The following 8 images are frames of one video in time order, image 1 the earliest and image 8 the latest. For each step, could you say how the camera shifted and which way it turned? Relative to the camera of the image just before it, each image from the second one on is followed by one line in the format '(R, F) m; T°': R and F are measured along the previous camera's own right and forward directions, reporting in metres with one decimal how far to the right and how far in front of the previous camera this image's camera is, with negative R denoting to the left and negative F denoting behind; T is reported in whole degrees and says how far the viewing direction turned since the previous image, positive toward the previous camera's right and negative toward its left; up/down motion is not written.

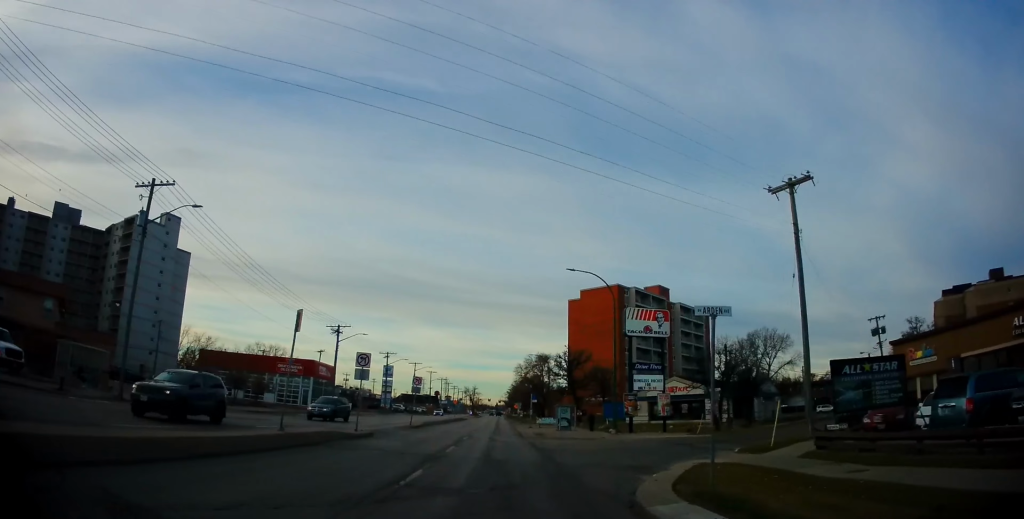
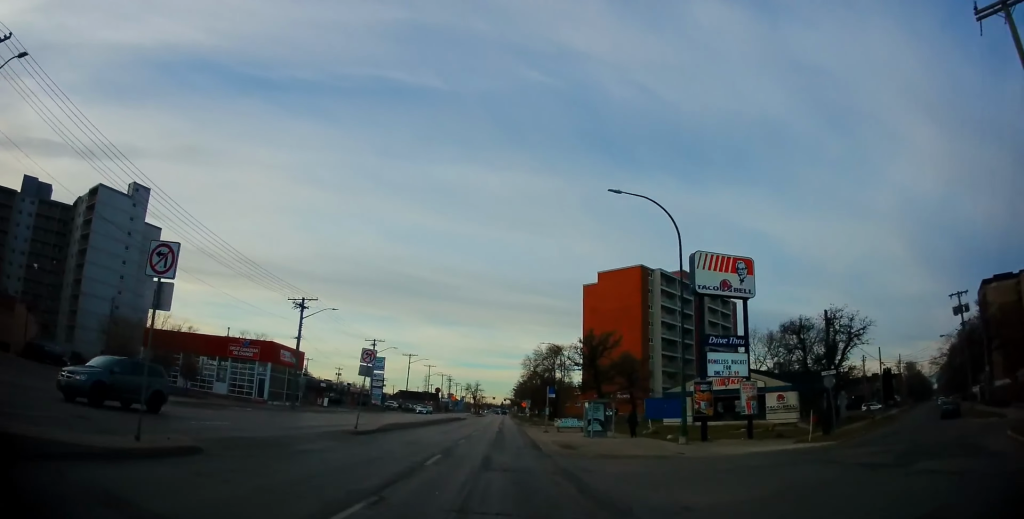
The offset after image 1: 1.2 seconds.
(-0.1, +14.7) m; -1°
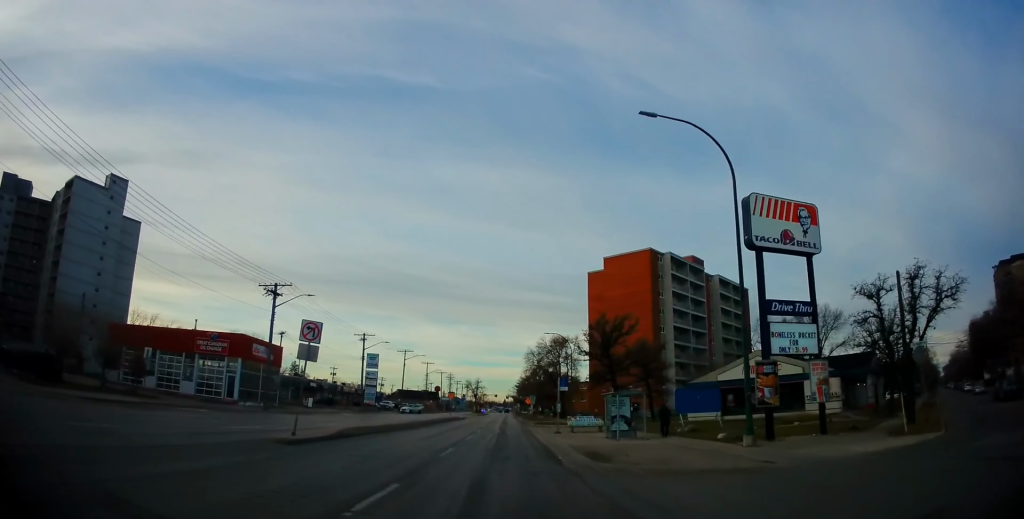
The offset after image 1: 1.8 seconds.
(0.0, +6.8) m; 0°
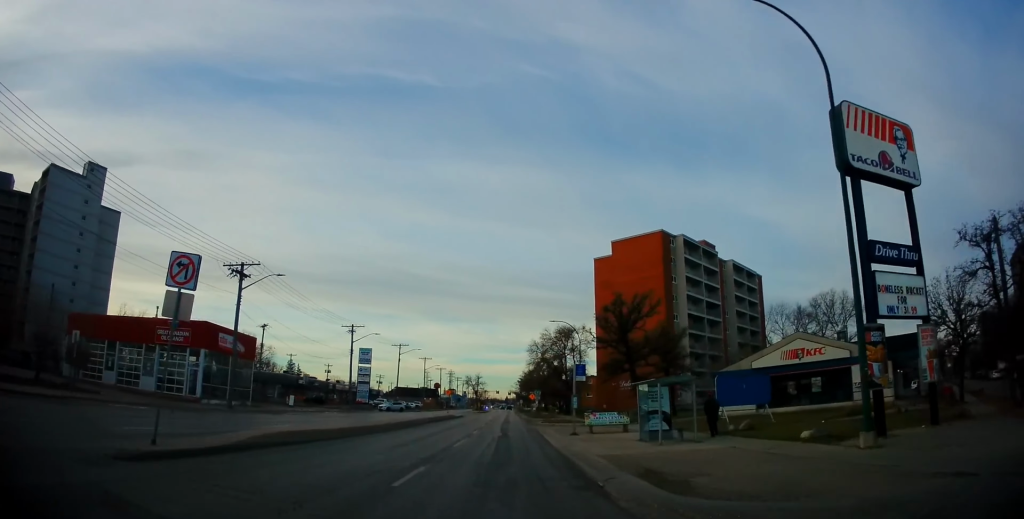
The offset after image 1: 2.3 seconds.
(0.0, +6.7) m; 0°
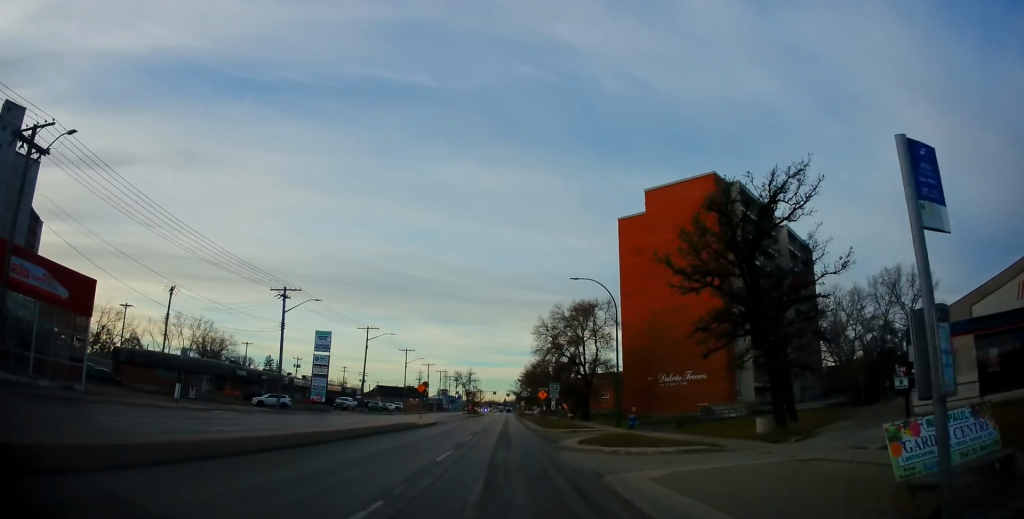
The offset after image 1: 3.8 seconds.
(+0.1, +22.4) m; 0°
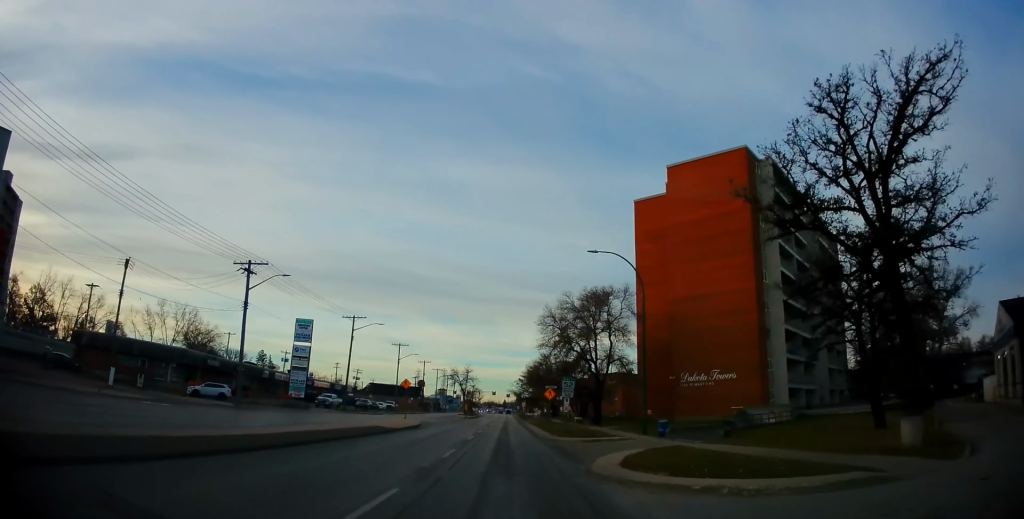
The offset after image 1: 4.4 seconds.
(-0.2, +8.0) m; 0°
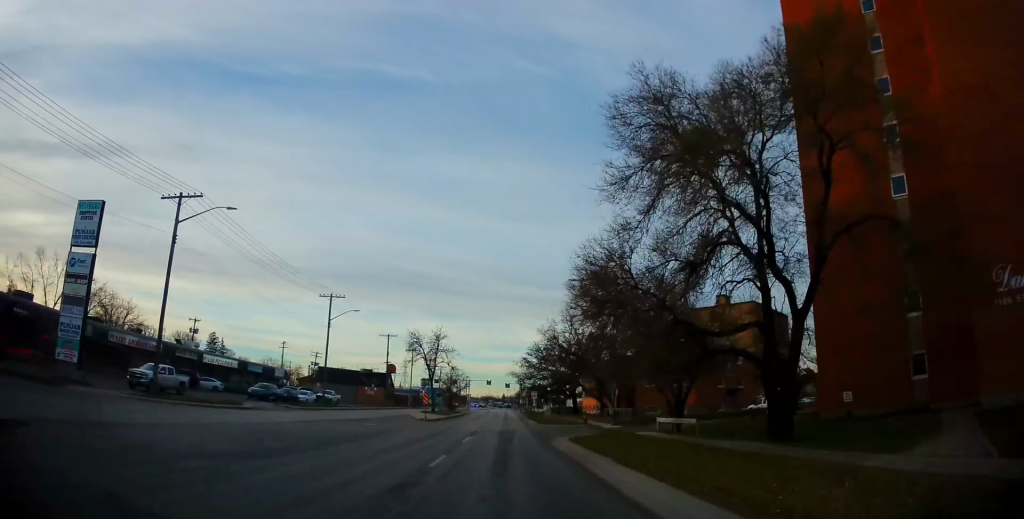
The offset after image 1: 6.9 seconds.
(+0.4, +39.6) m; 0°
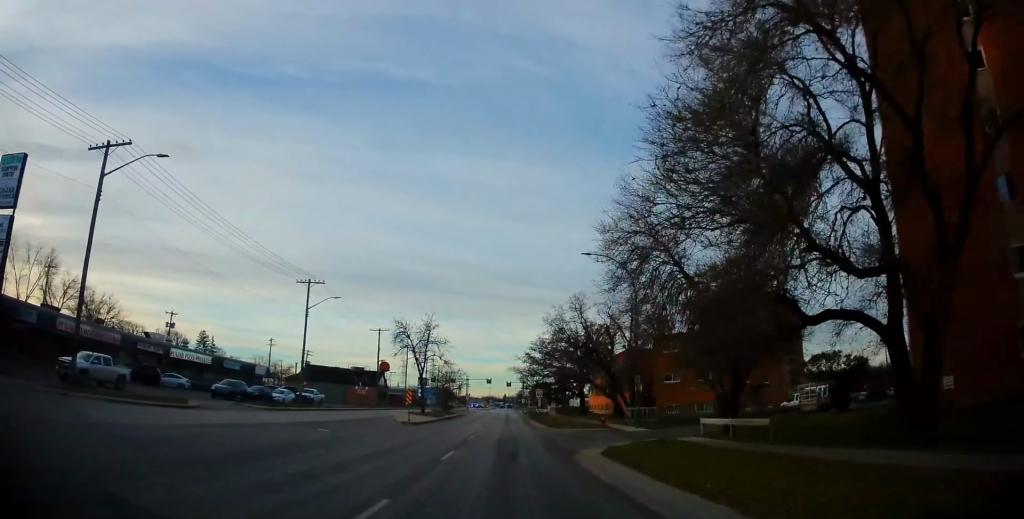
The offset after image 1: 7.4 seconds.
(-0.3, +7.4) m; 0°
